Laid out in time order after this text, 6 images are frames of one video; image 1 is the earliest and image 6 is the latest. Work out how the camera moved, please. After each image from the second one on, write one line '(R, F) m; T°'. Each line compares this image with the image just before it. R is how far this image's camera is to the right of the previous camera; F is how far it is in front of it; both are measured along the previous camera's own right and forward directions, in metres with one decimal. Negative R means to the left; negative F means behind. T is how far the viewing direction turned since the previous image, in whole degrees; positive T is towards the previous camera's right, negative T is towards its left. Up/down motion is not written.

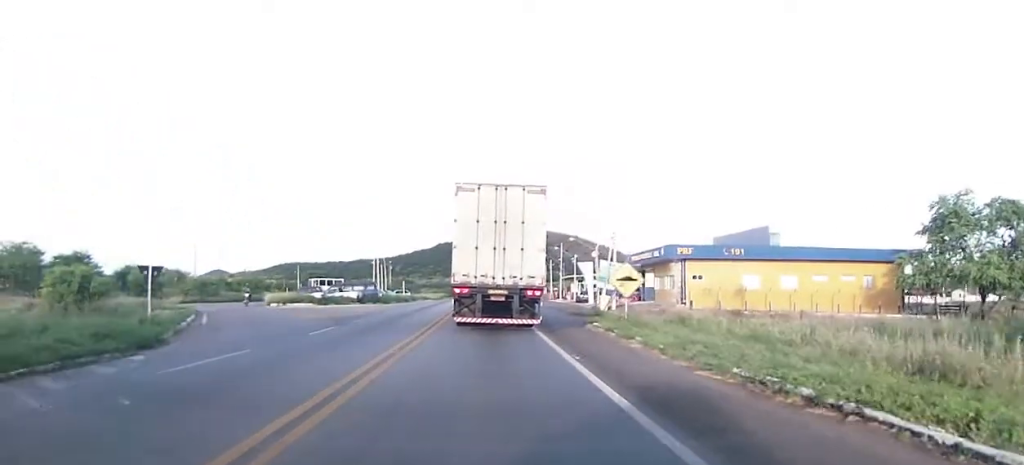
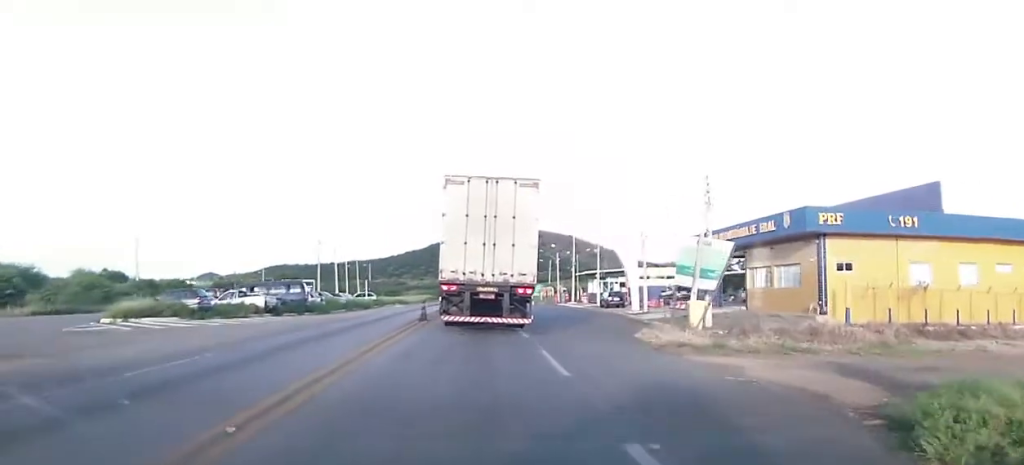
(+0.2, +23.0) m; 0°
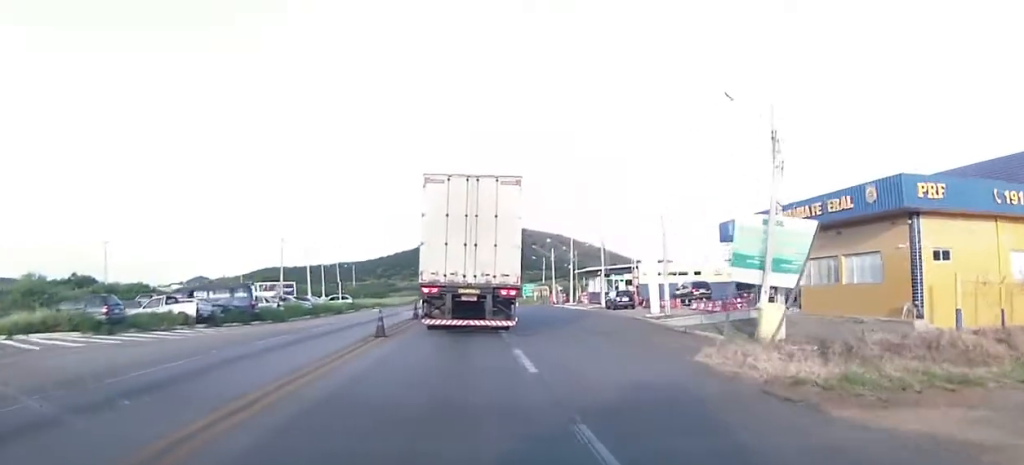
(0.0, +7.8) m; 0°
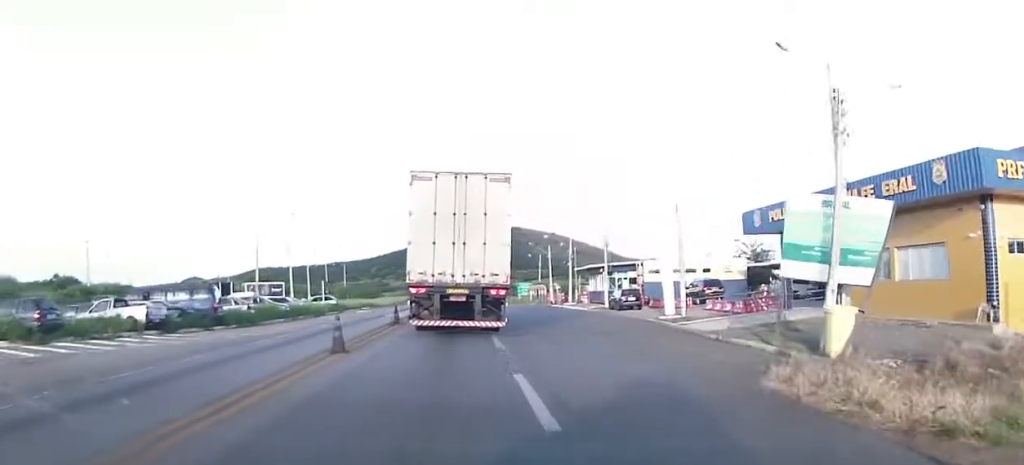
(0.0, +4.2) m; 0°
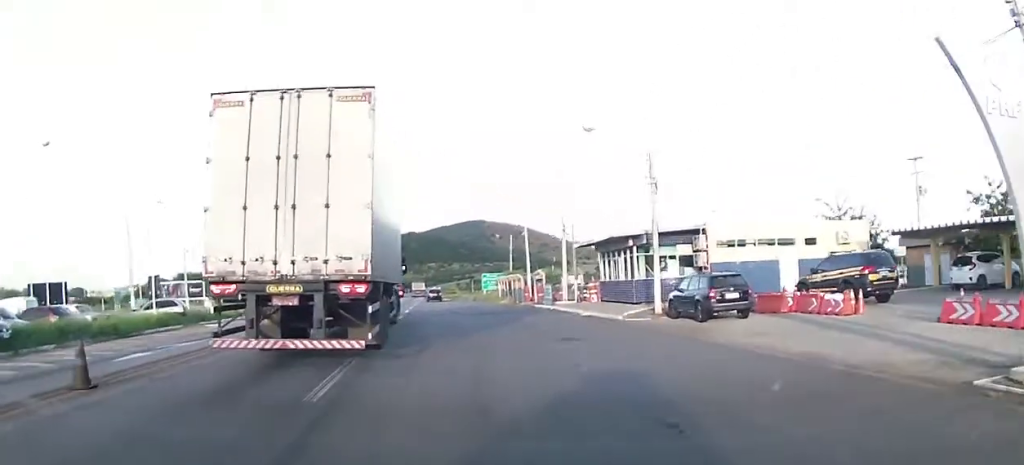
(+0.5, +24.1) m; +3°
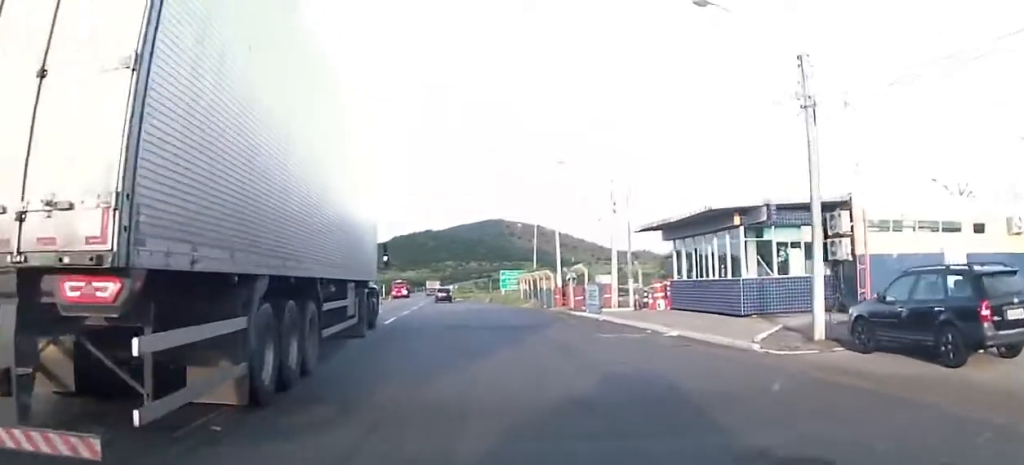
(-0.1, +10.5) m; -2°
